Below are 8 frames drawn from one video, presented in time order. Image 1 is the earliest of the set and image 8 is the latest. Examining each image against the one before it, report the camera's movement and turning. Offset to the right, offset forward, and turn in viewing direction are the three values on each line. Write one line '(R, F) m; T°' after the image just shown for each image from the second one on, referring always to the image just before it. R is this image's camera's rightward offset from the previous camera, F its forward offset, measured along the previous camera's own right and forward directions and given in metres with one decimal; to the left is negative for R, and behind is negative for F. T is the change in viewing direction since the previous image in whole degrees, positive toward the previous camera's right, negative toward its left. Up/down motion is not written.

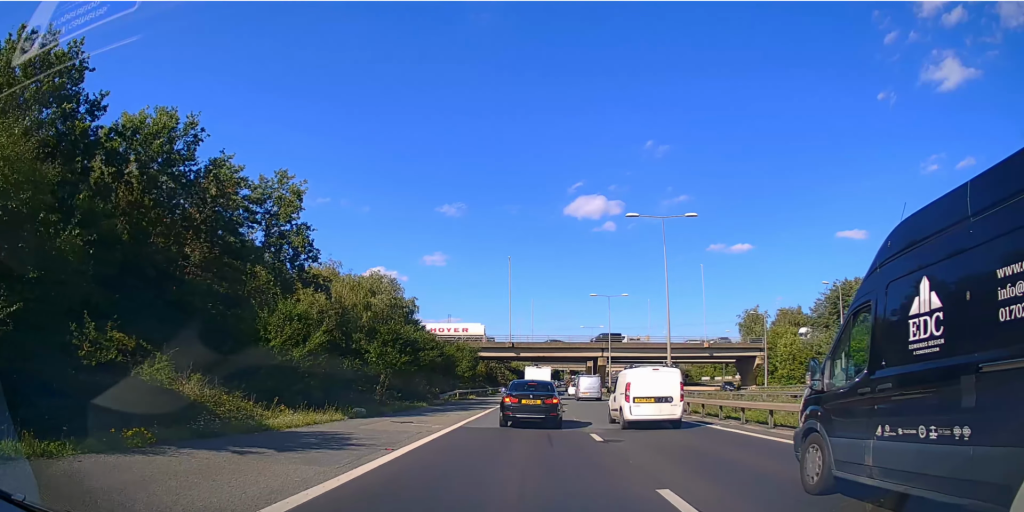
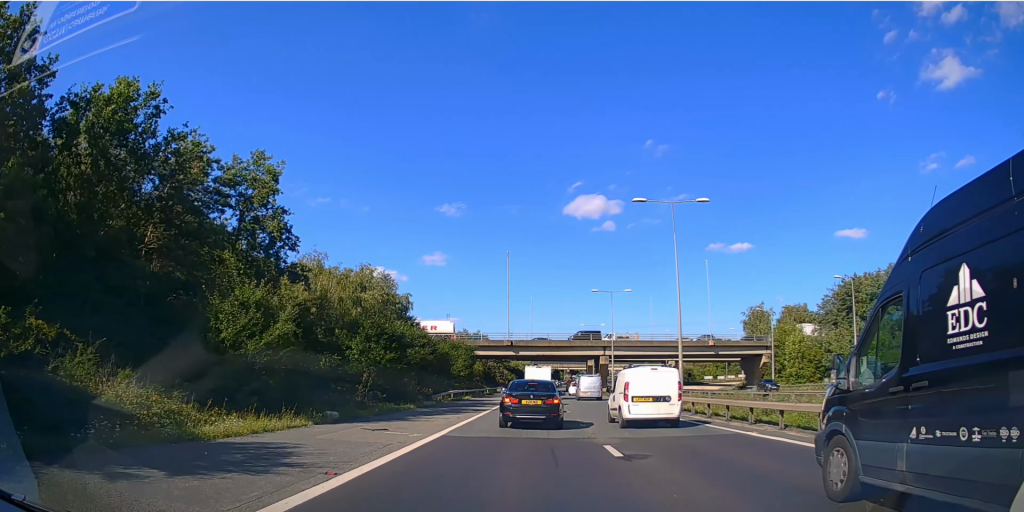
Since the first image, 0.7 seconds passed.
(0.0, +3.2) m; 0°
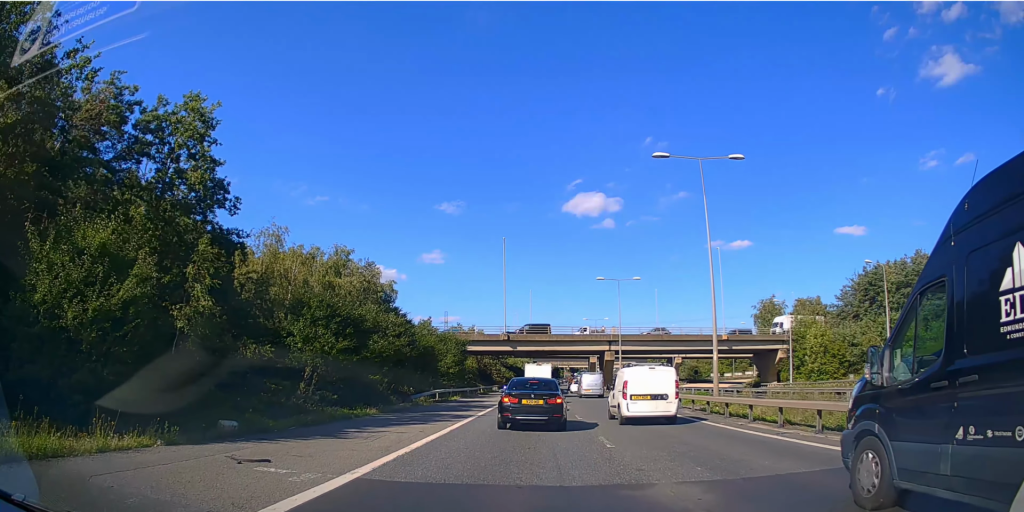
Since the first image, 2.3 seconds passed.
(0.0, +7.2) m; +1°
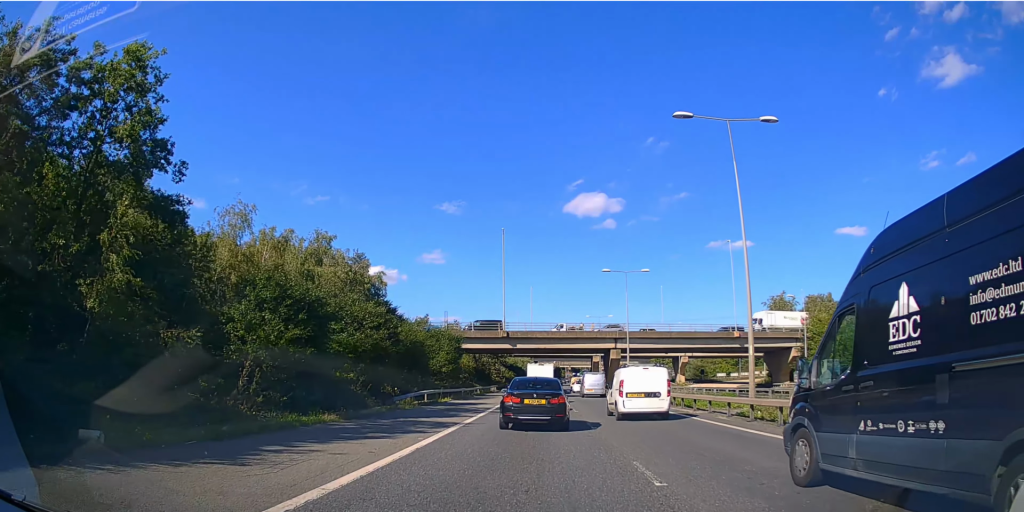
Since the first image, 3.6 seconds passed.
(+0.1, +5.0) m; +2°
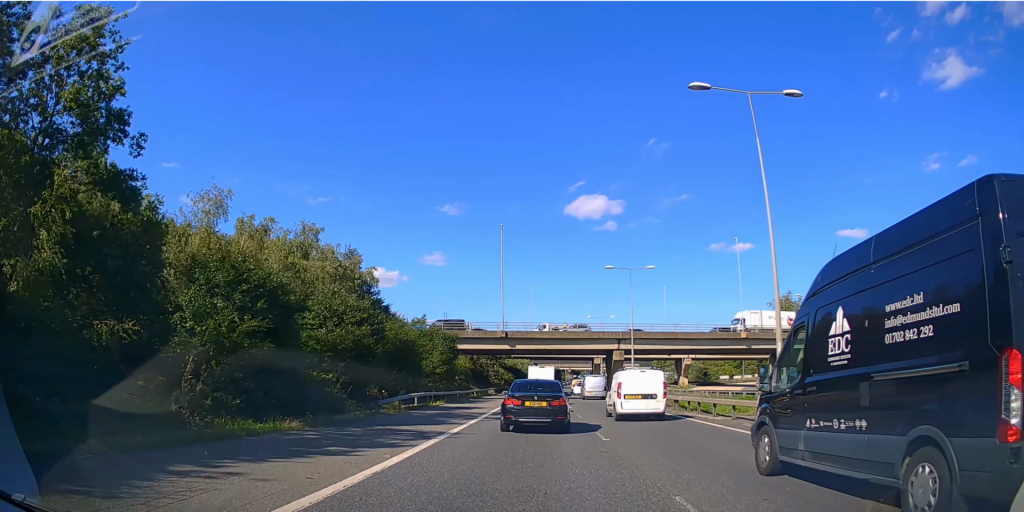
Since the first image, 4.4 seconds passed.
(+0.1, +3.0) m; -1°
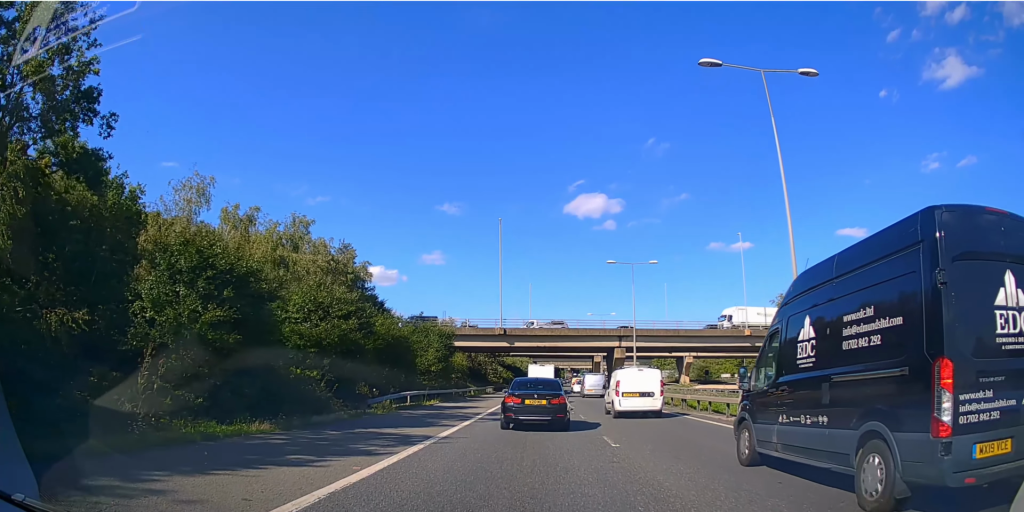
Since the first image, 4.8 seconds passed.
(-0.1, +1.7) m; -1°
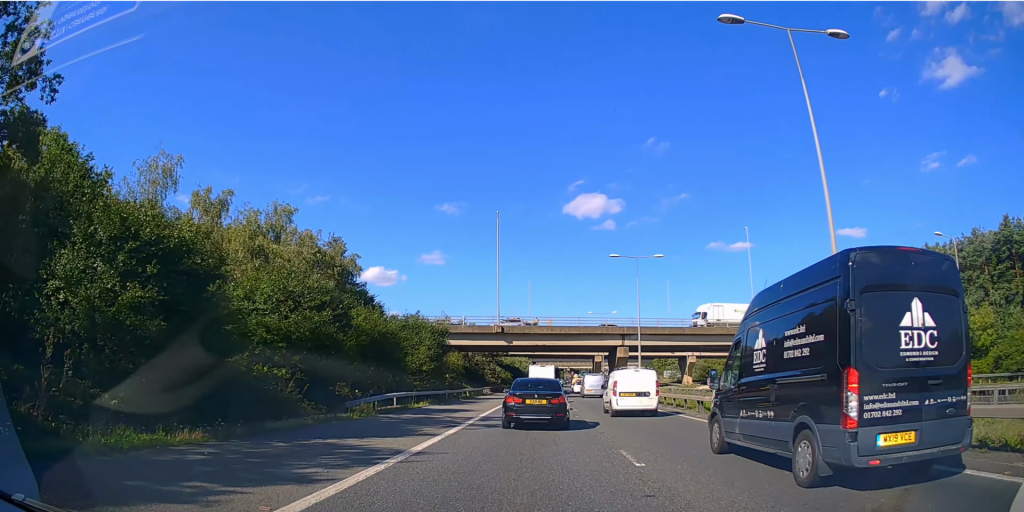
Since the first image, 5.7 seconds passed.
(-0.1, +3.1) m; 0°
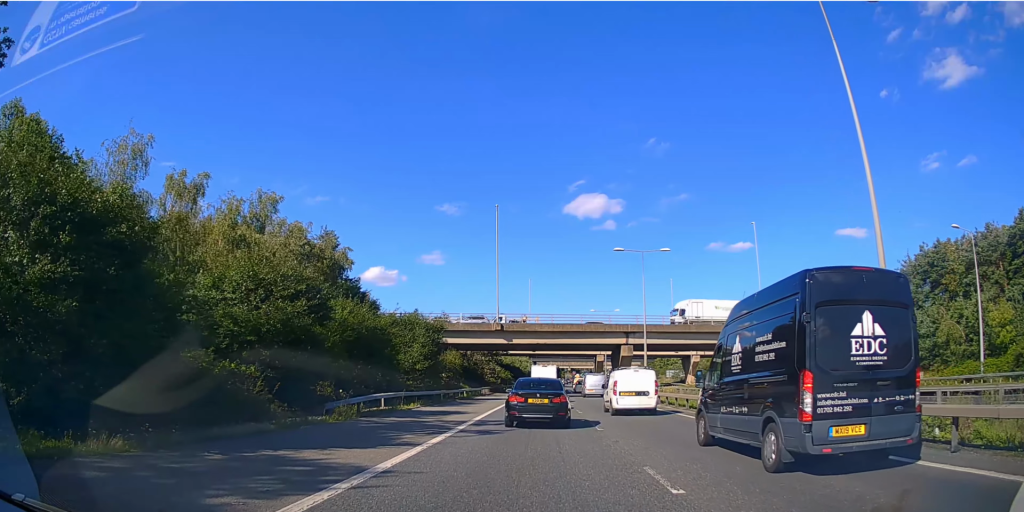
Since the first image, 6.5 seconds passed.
(+0.1, +2.4) m; +2°
